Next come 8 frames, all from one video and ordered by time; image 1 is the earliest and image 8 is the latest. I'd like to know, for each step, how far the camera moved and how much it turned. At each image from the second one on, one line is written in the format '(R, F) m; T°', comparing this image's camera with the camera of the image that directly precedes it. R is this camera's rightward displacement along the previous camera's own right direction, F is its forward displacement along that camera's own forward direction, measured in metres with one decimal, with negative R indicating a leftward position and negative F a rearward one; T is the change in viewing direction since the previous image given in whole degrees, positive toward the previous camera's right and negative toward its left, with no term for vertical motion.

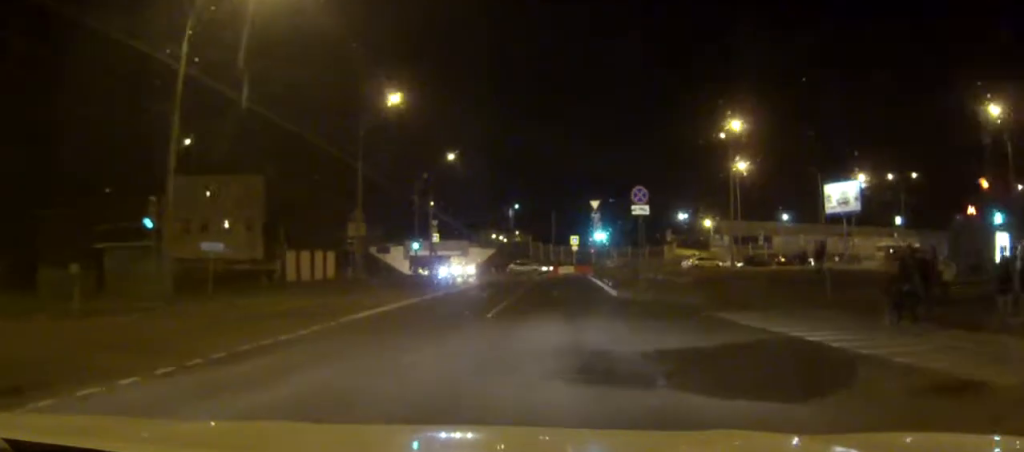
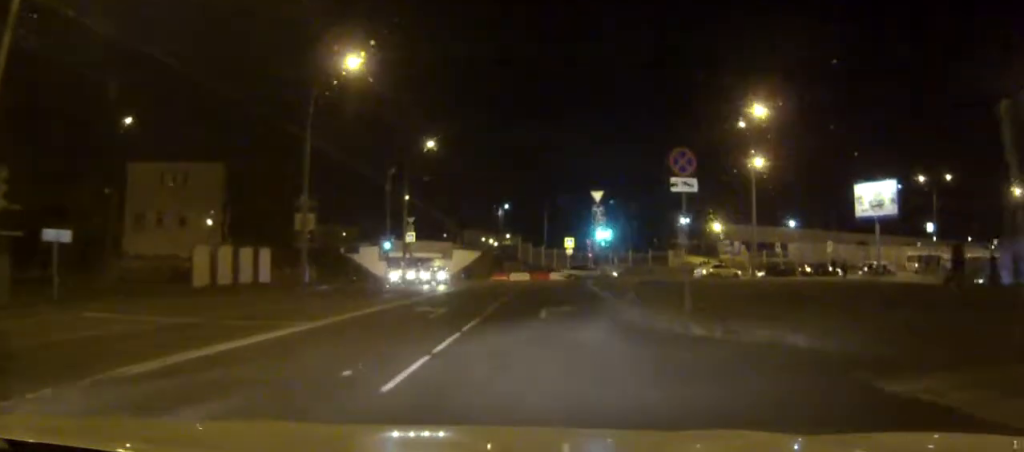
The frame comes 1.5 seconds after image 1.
(0.0, +11.0) m; 0°
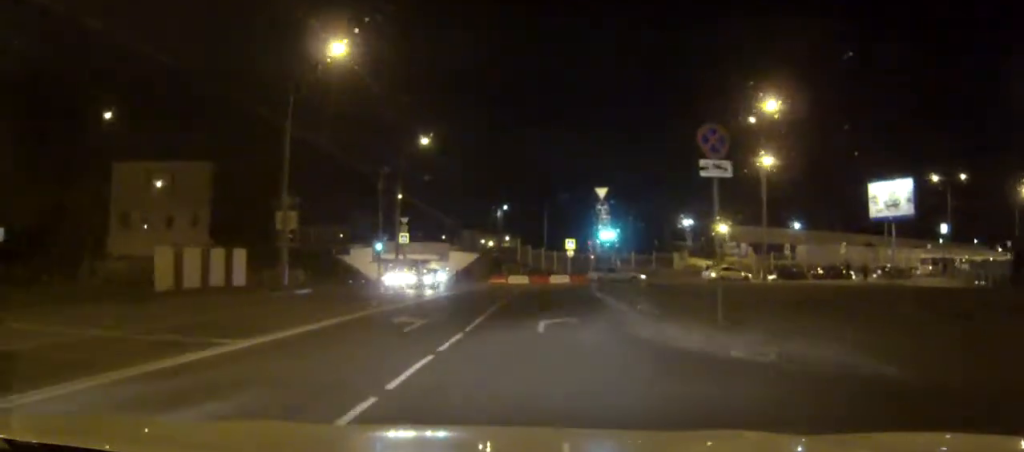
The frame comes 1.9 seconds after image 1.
(0.0, +3.6) m; 0°
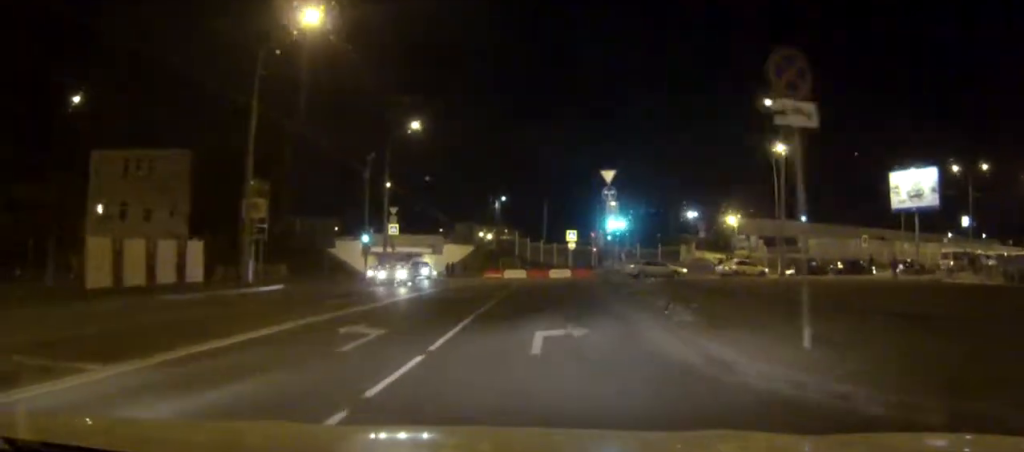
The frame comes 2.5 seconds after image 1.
(0.0, +5.1) m; 0°
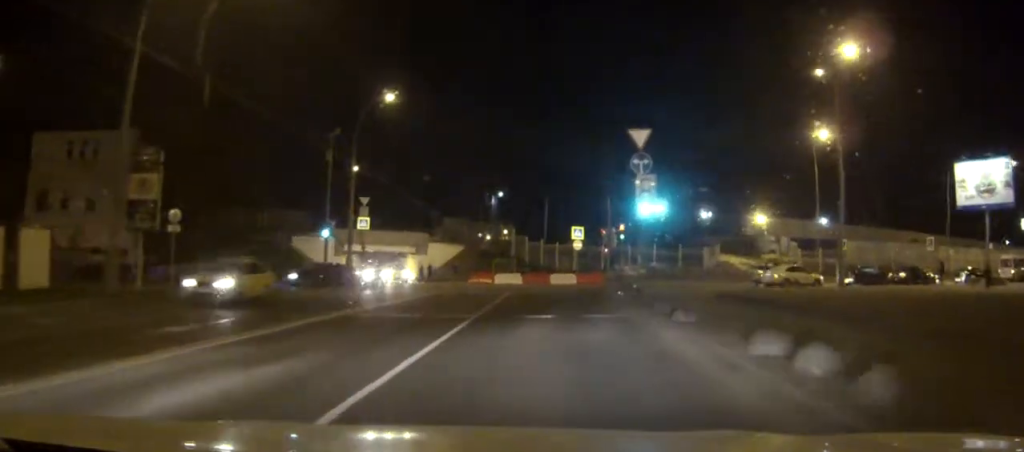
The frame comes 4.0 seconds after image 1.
(0.0, +12.5) m; 0°
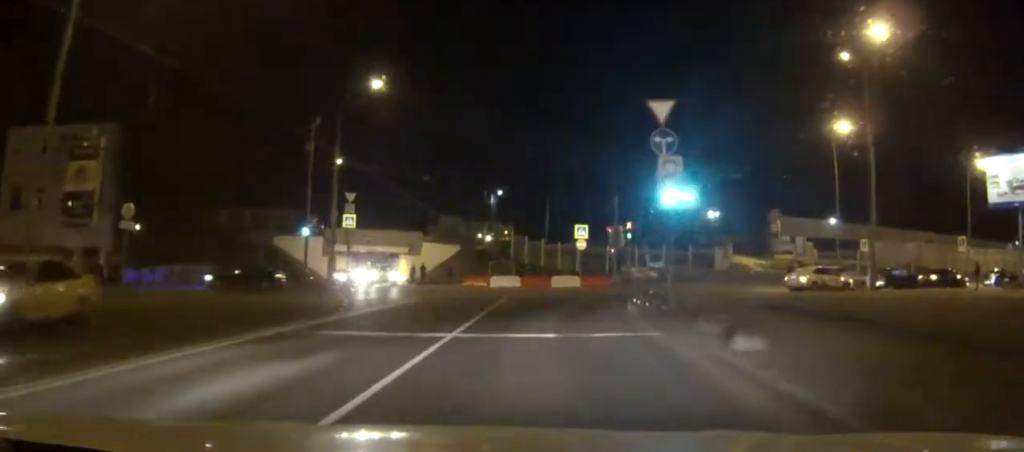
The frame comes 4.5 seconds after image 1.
(0.0, +4.9) m; 0°
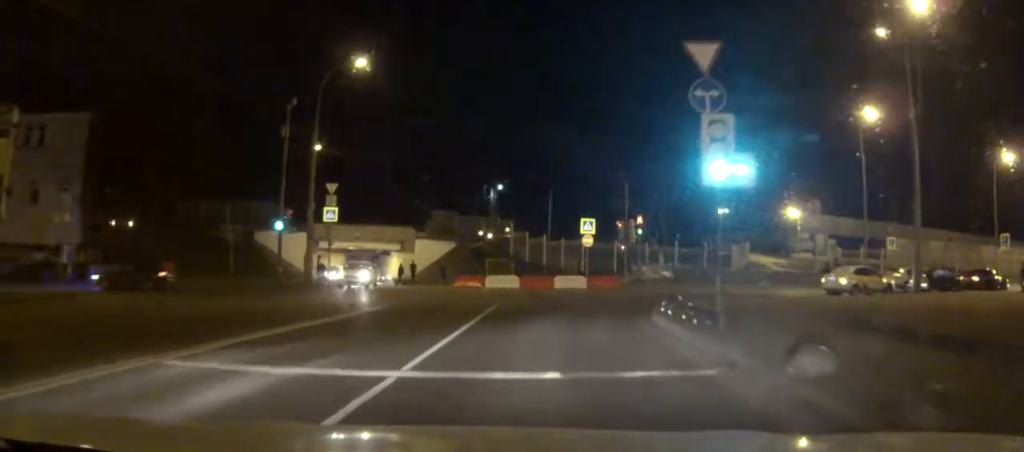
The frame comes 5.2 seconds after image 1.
(0.0, +5.5) m; 0°
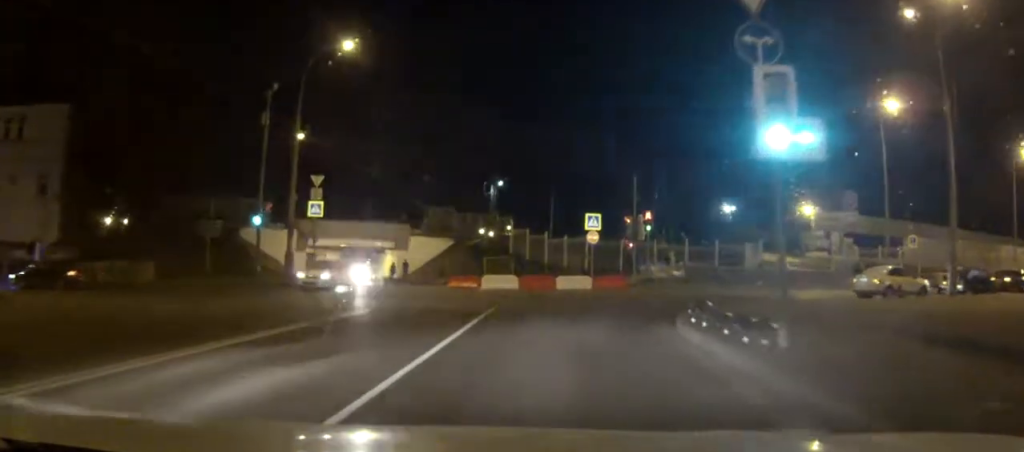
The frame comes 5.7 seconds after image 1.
(0.0, +3.8) m; 0°
